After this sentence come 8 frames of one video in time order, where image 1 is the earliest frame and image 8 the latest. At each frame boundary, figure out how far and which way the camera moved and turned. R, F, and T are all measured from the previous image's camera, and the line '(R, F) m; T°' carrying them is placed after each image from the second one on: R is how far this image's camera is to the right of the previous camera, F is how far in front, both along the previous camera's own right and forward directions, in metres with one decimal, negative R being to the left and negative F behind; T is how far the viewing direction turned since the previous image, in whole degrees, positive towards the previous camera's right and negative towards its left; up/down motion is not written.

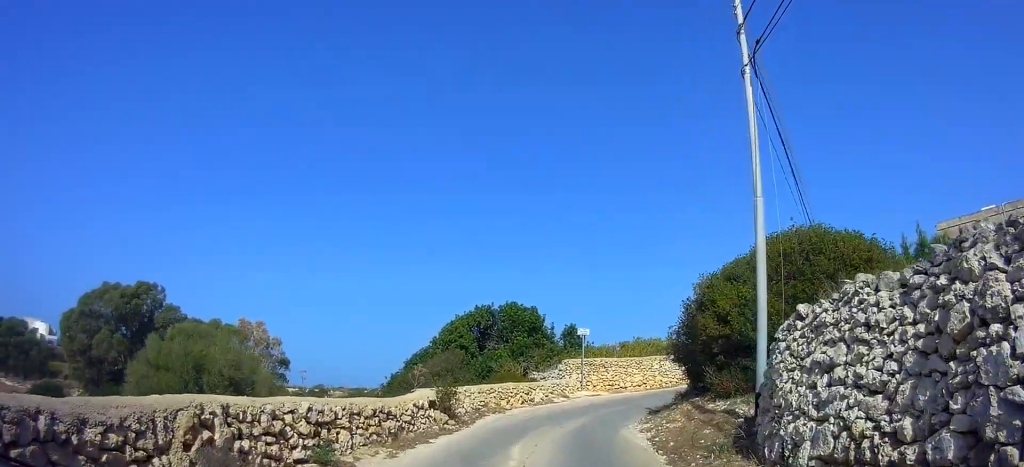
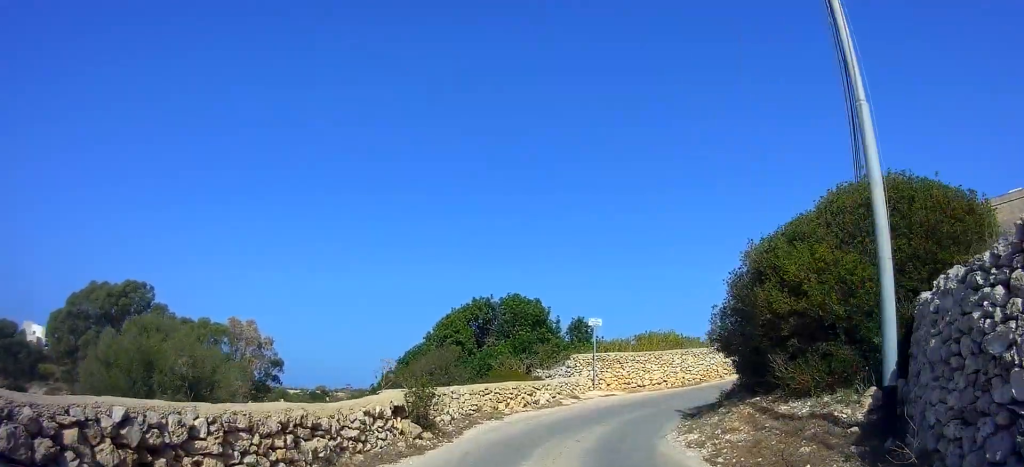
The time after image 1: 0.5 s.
(+0.1, +2.8) m; -3°
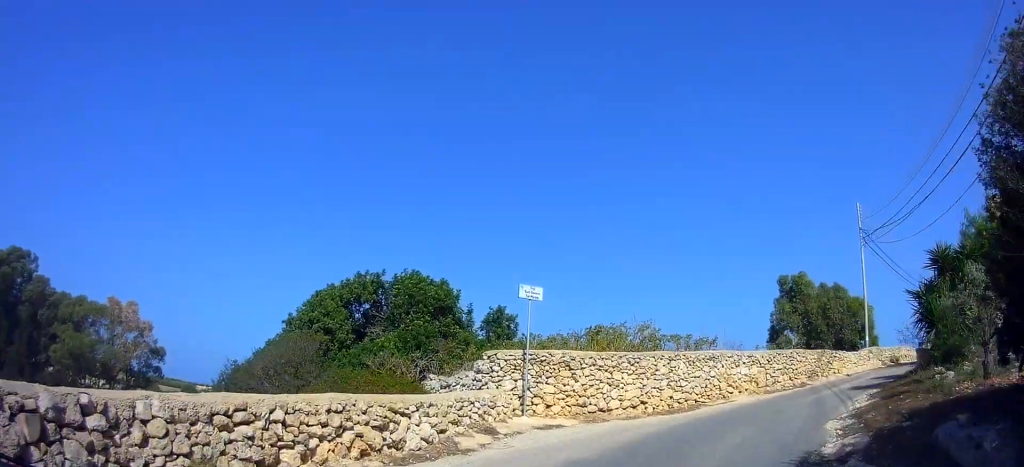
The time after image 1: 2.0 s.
(-0.8, +9.0) m; -3°
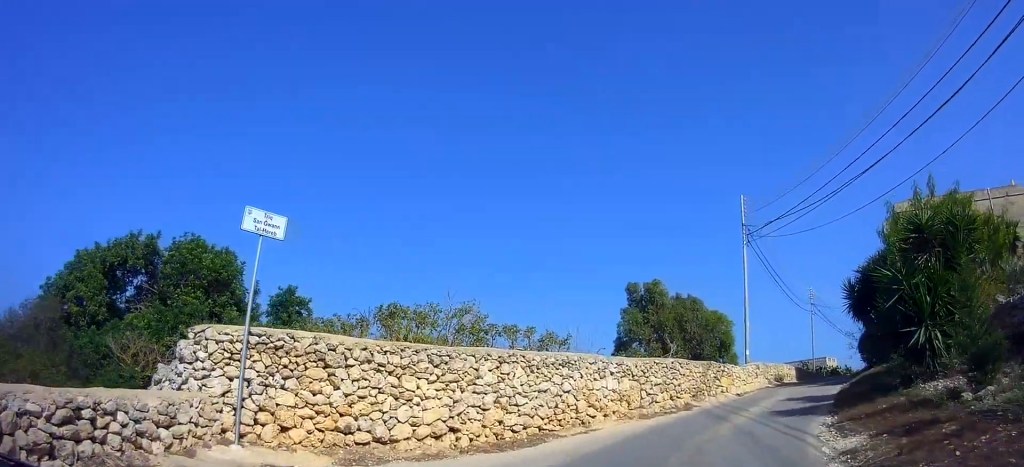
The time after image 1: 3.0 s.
(+0.2, +5.9) m; +11°
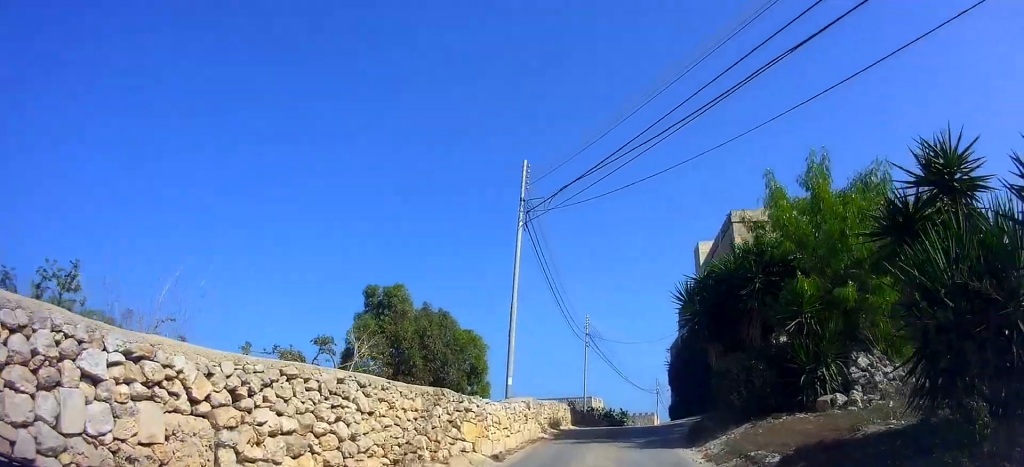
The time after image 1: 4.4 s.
(+1.7, +8.6) m; +18°
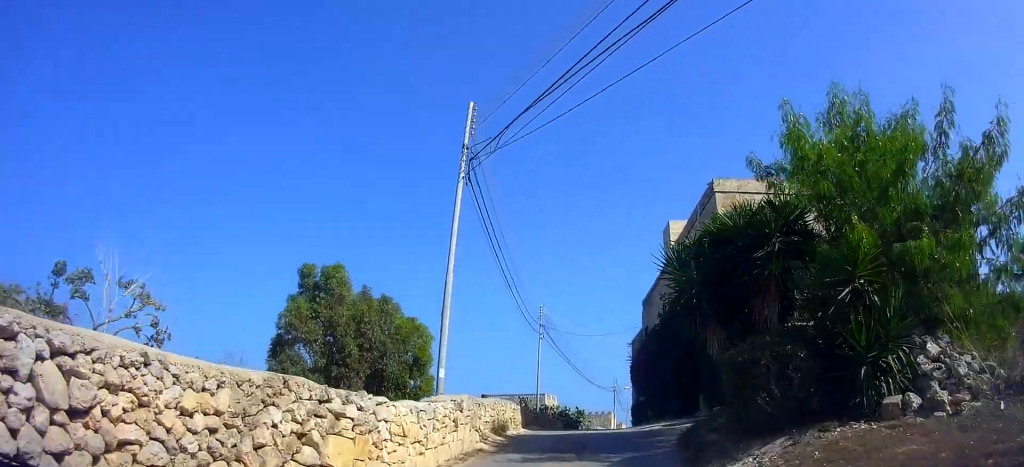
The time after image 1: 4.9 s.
(+0.1, +3.5) m; +7°
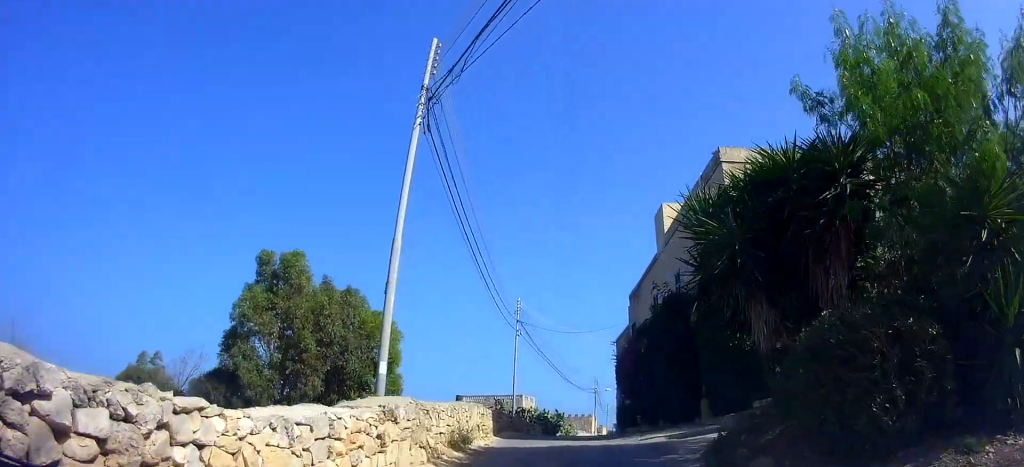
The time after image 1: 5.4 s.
(+0.2, +2.9) m; +7°
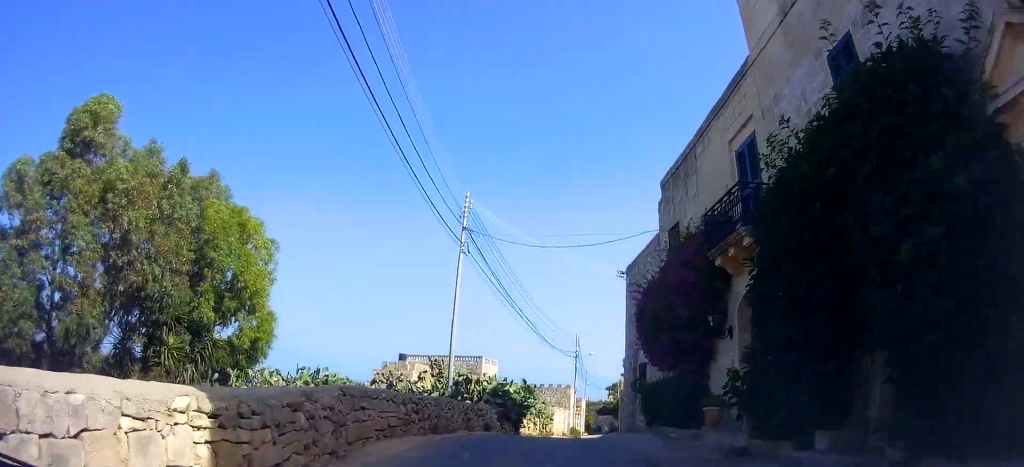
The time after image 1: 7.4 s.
(+2.6, +13.3) m; +14°
